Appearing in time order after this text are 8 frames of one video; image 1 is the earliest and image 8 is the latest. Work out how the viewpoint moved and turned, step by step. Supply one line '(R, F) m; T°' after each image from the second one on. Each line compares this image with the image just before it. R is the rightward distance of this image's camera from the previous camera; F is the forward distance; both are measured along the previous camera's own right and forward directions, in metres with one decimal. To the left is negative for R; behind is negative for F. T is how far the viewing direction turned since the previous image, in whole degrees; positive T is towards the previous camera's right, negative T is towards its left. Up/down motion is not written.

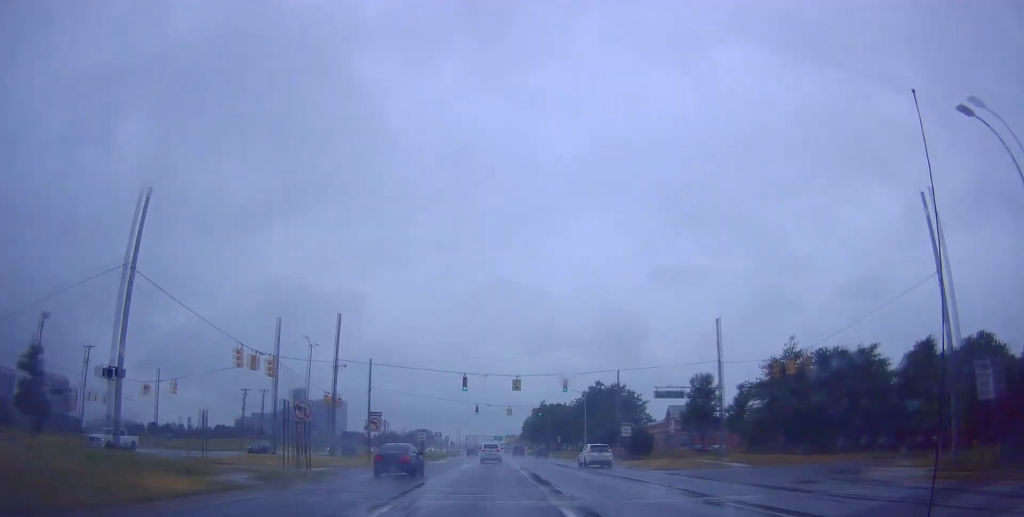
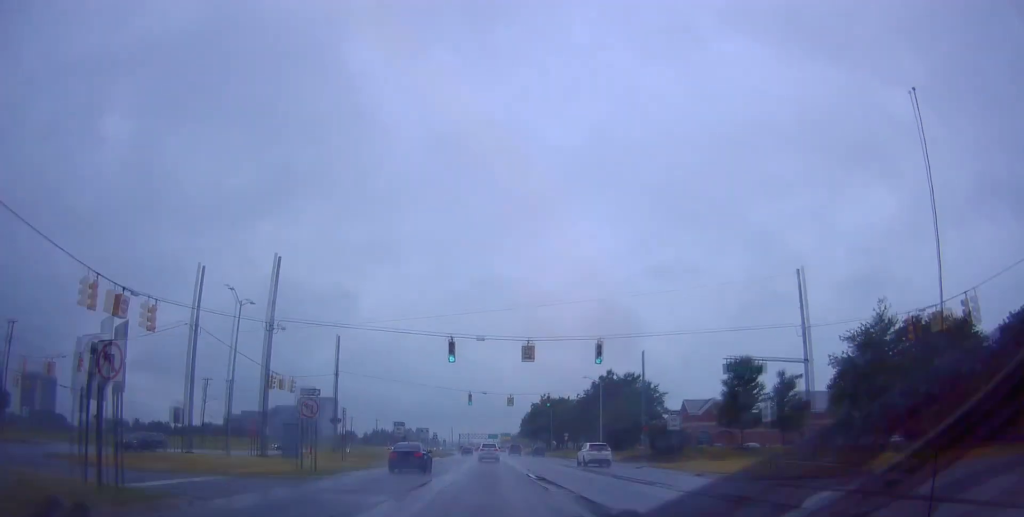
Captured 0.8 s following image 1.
(+0.5, +15.0) m; +3°
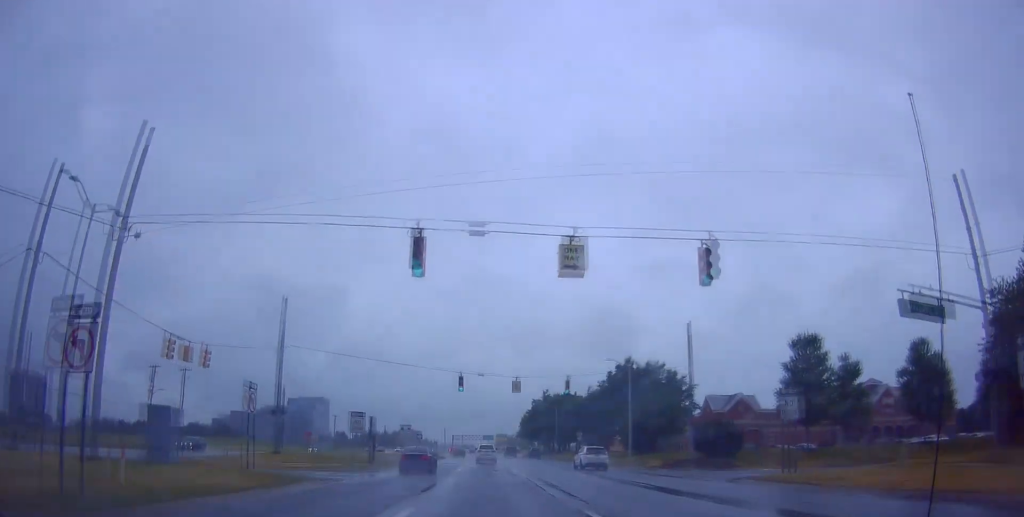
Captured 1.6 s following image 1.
(+0.5, +16.3) m; +1°
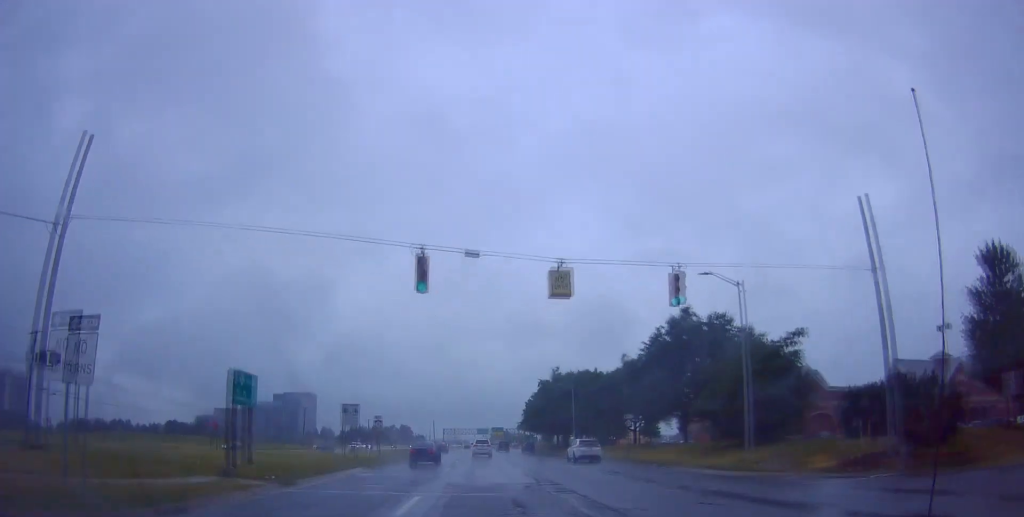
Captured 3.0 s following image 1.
(-0.4, +26.7) m; -2°
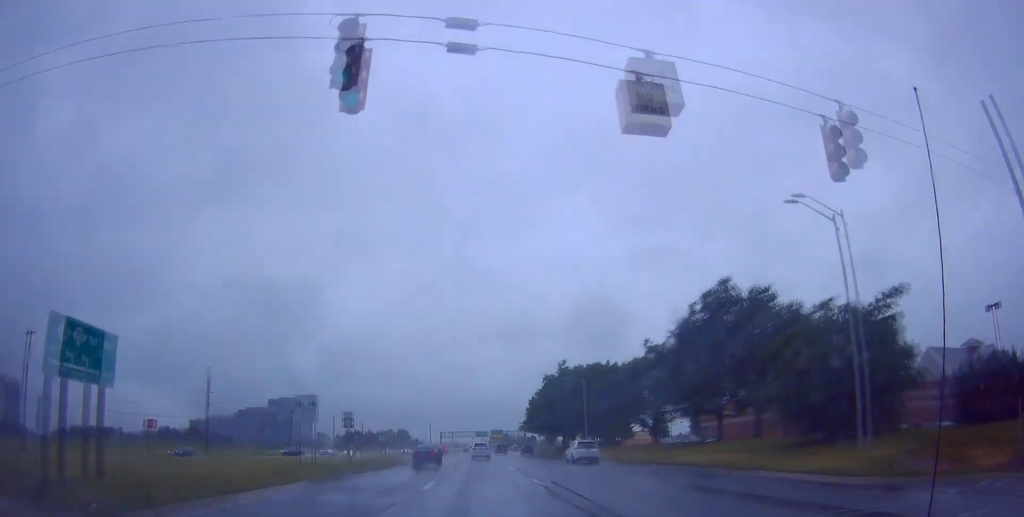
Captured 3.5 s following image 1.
(-0.1, +10.5) m; -1°
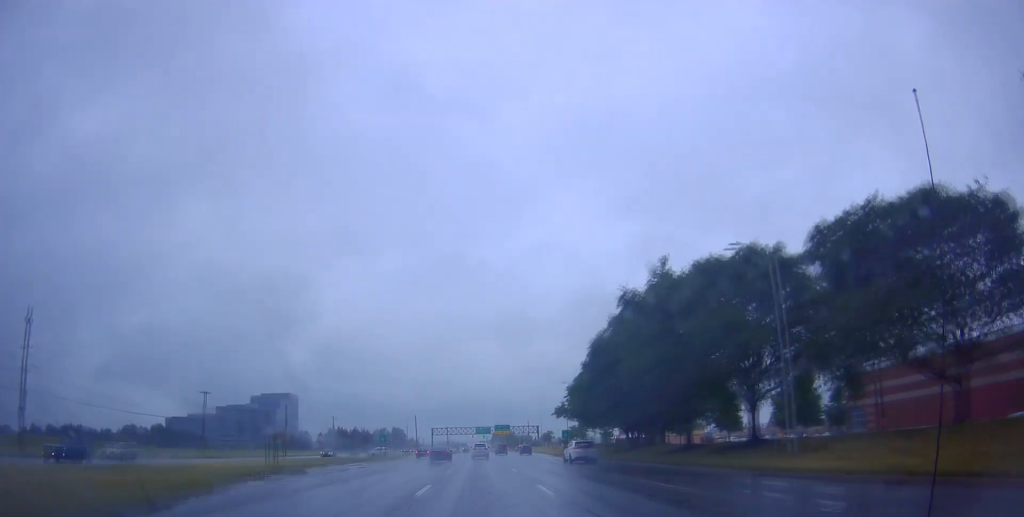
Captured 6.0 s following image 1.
(+0.8, +50.2) m; +2°
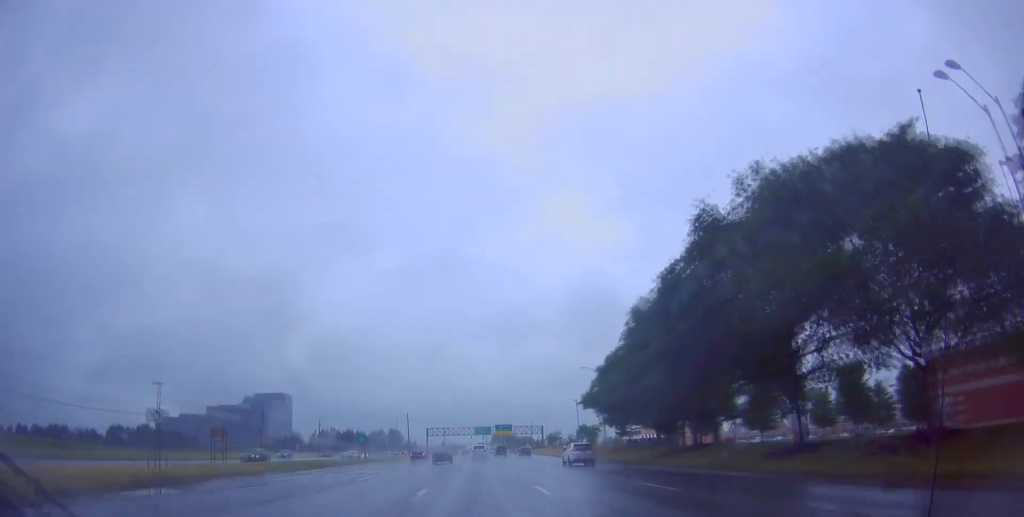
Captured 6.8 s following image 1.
(-0.1, +15.8) m; 0°
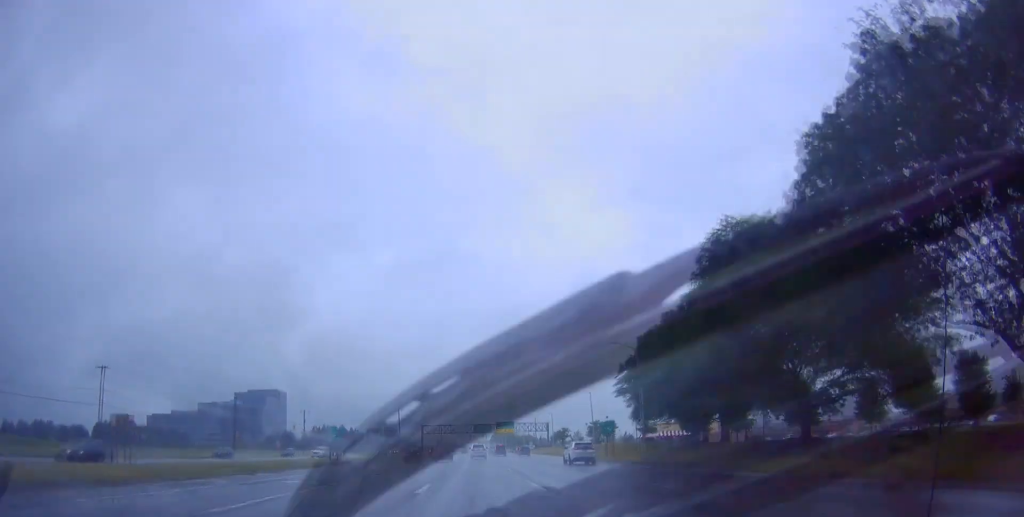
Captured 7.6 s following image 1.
(-0.1, +15.2) m; 0°
